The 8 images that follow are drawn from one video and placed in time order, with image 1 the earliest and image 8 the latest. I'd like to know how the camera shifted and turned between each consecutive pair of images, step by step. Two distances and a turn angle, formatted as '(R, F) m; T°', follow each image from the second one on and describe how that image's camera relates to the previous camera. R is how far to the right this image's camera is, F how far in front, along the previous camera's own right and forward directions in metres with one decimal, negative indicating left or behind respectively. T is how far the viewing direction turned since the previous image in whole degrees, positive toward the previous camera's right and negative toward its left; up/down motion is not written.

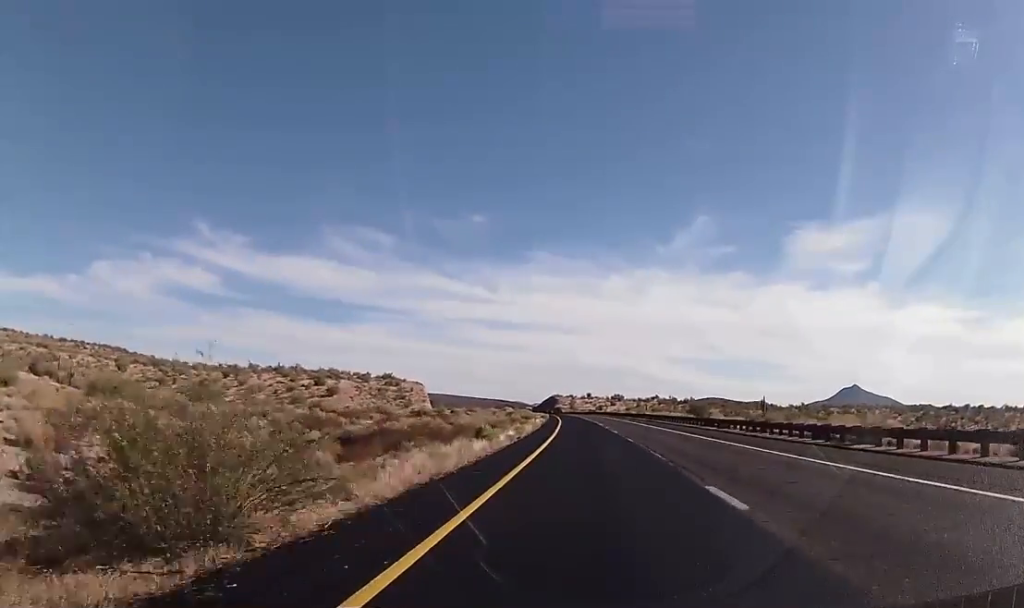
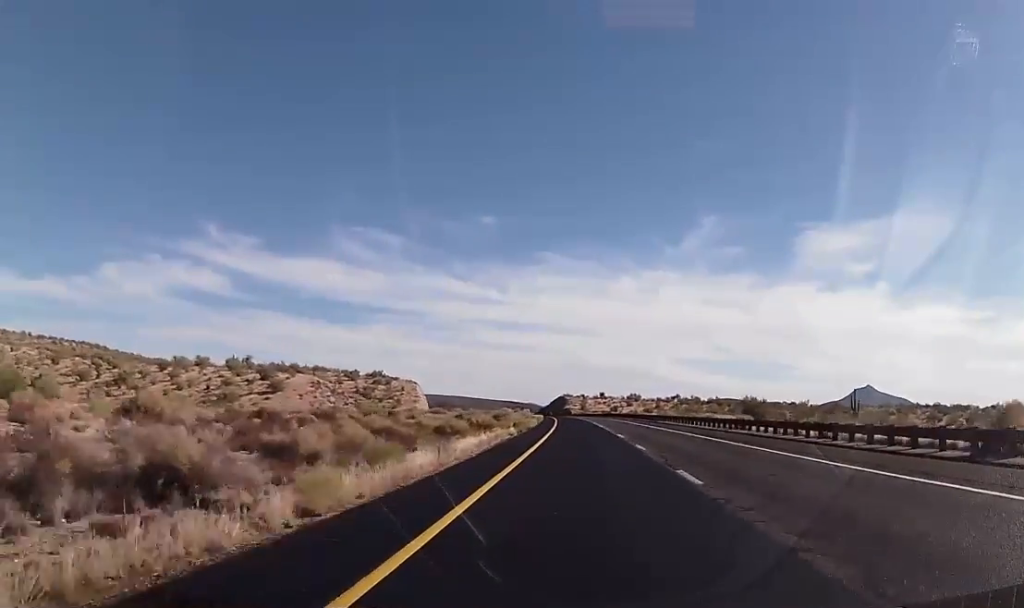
(-0.5, +45.3) m; -1°
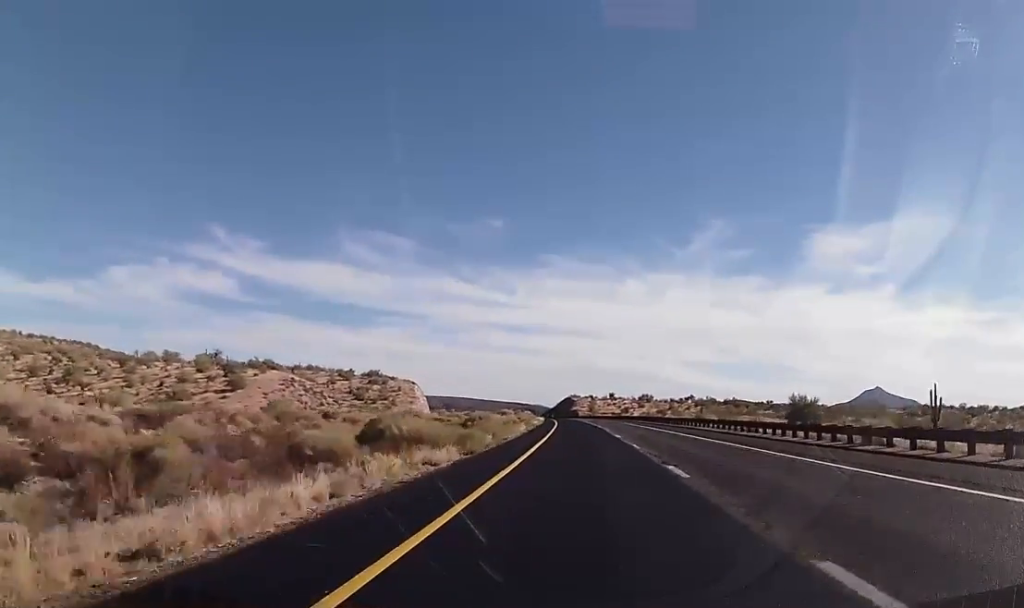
(-0.1, +22.7) m; -1°
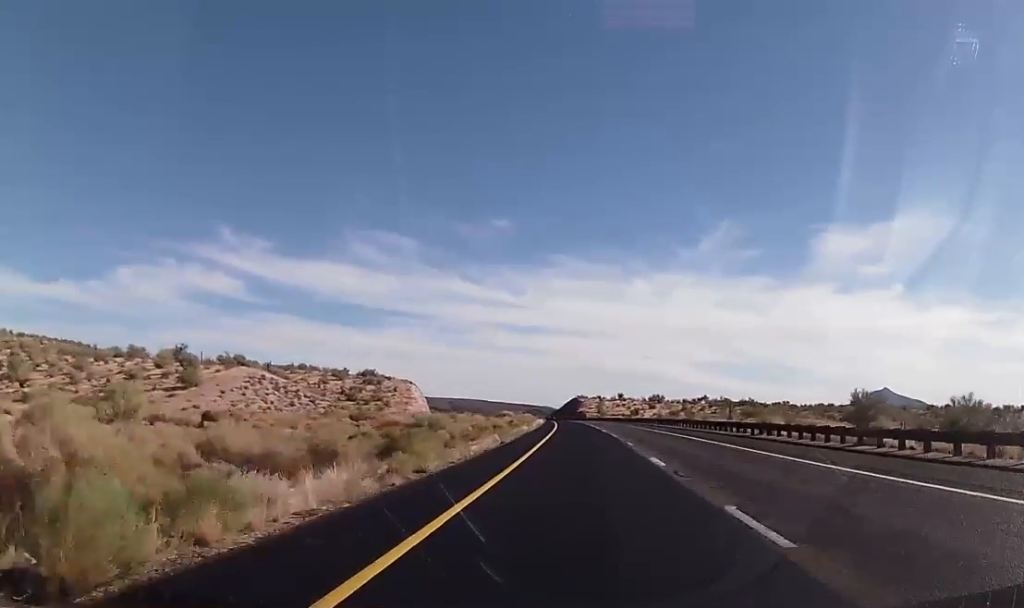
(+0.1, +20.1) m; 0°
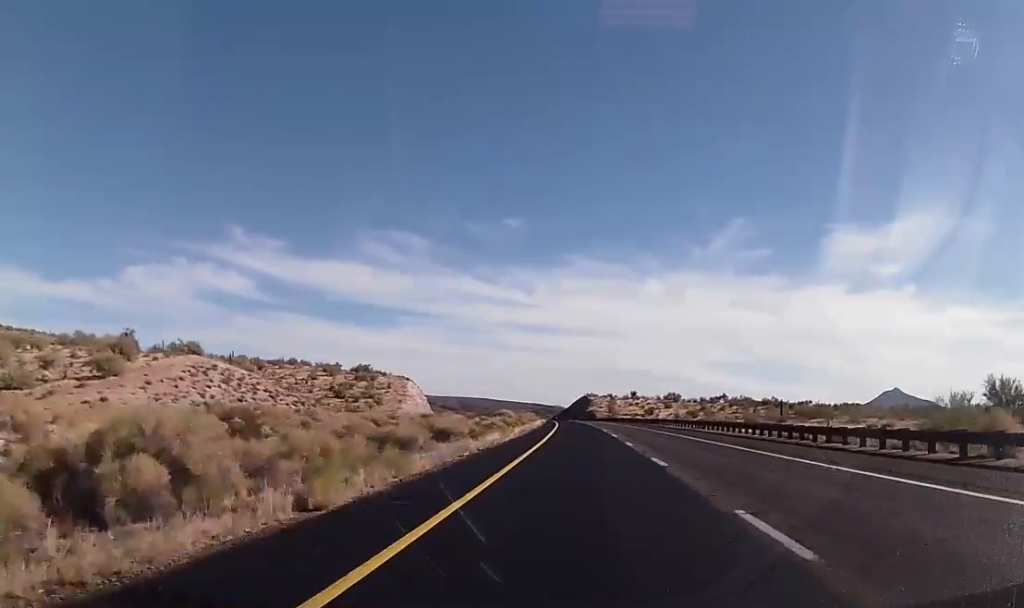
(-0.1, +25.1) m; -1°
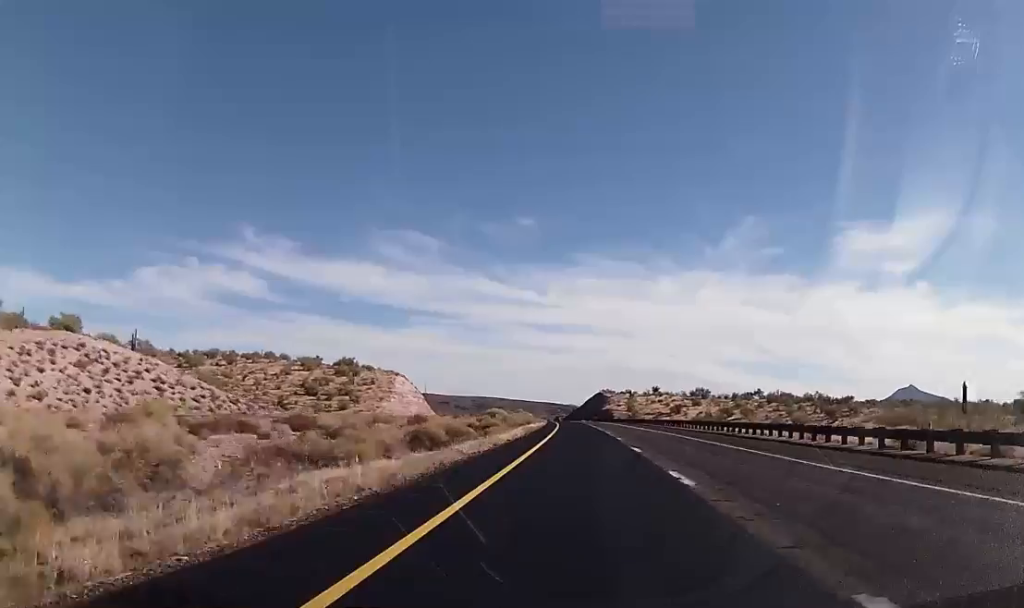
(-0.6, +41.3) m; -1°
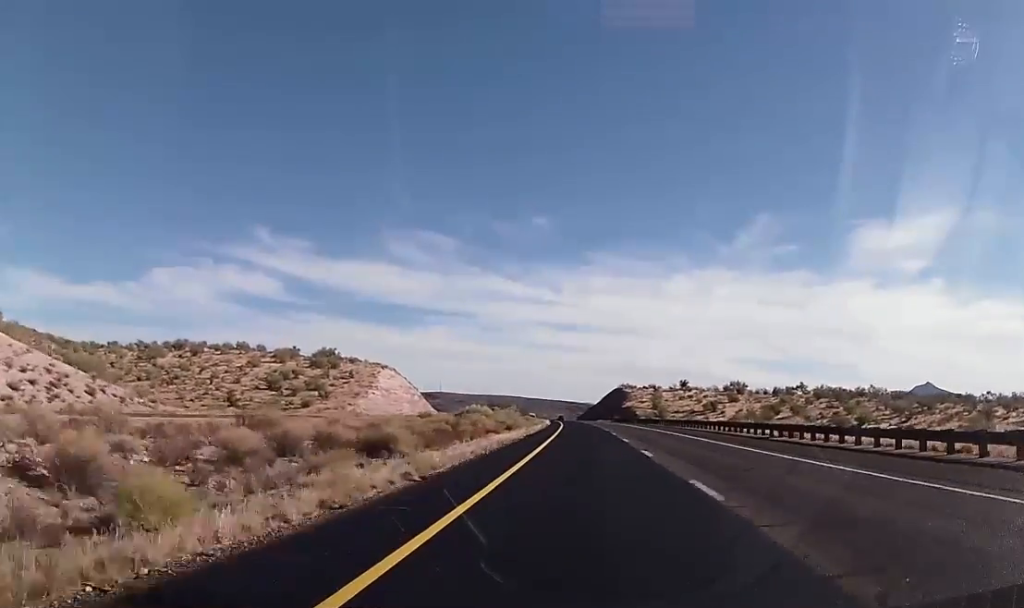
(-0.3, +38.8) m; -1°
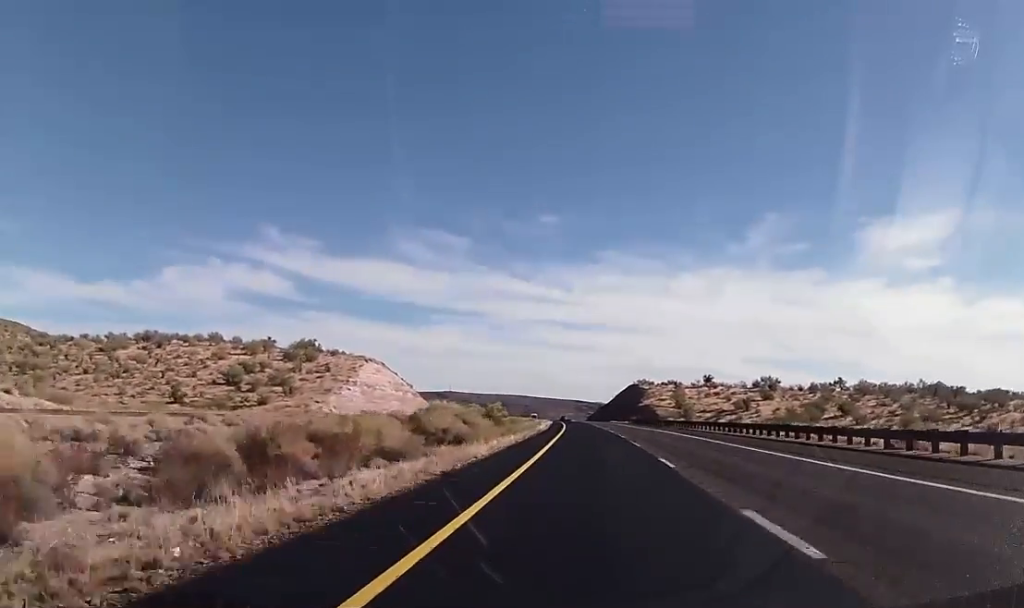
(-0.1, +28.8) m; -1°
